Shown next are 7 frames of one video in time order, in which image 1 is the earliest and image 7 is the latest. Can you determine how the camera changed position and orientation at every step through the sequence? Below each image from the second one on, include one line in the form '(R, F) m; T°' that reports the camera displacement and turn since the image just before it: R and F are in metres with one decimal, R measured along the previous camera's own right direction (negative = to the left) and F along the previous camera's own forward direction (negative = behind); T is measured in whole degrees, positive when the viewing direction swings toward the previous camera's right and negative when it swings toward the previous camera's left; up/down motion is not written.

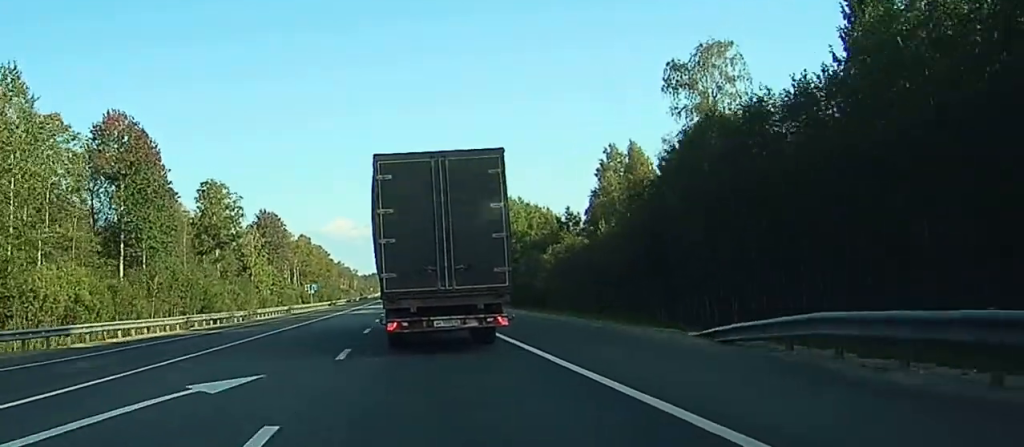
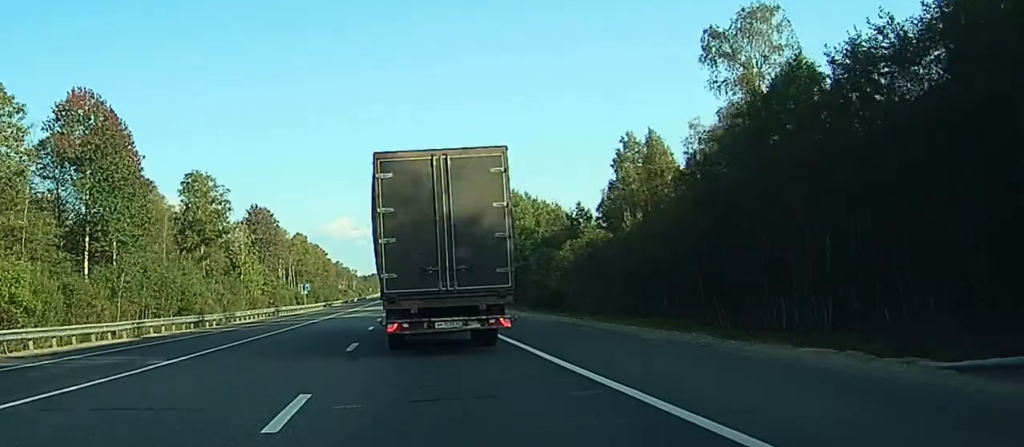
(0.0, +9.3) m; 0°
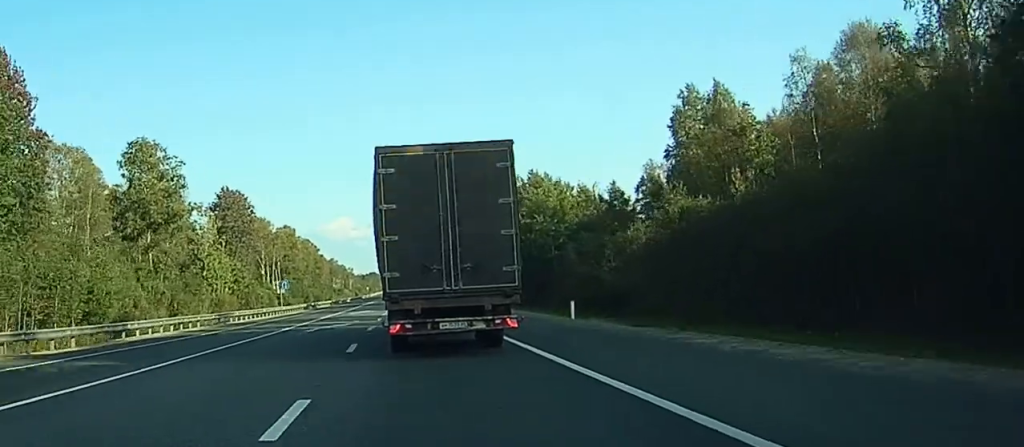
(0.0, +24.4) m; 0°
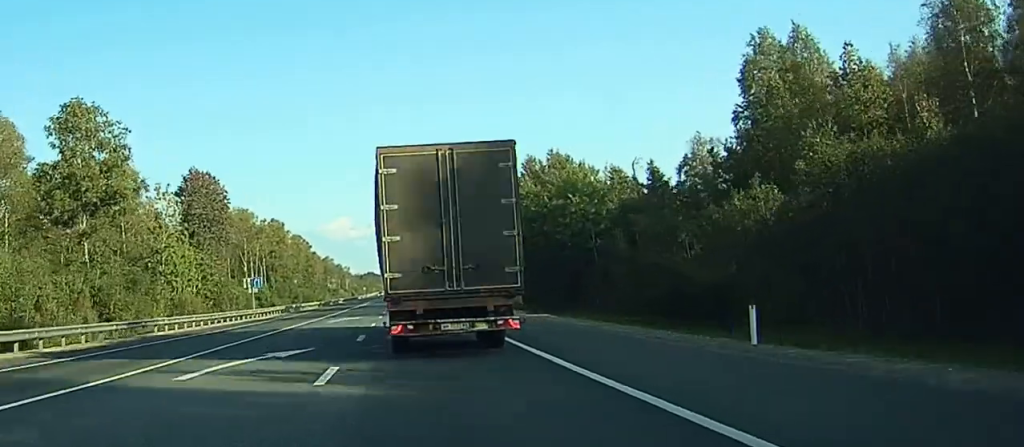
(0.0, +18.9) m; 0°
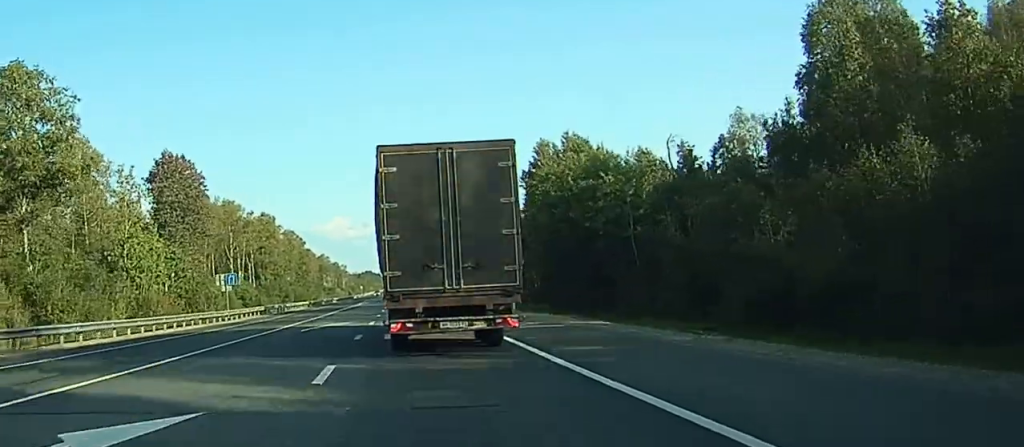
(0.0, +12.0) m; 0°
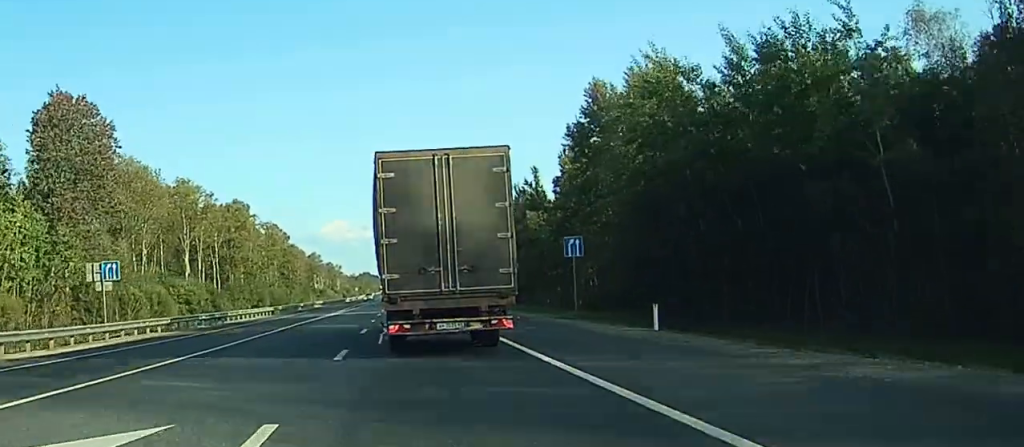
(-0.1, +30.8) m; 0°
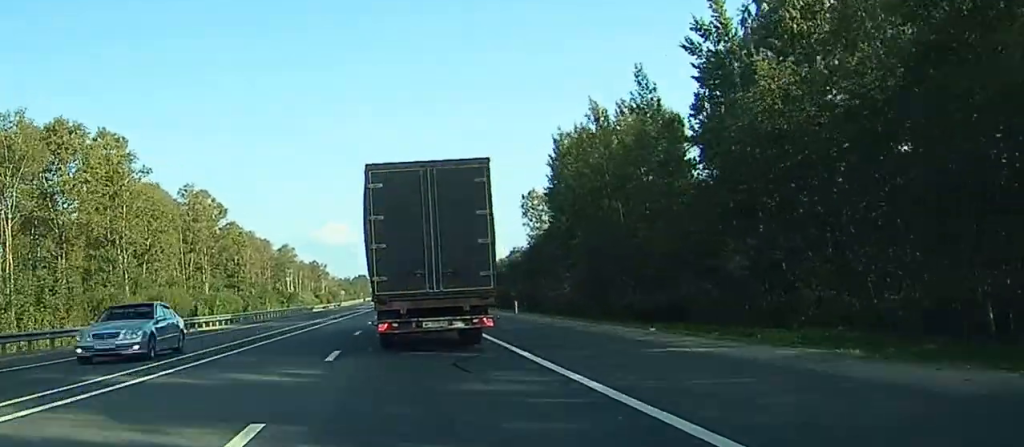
(+0.5, +71.4) m; 0°
